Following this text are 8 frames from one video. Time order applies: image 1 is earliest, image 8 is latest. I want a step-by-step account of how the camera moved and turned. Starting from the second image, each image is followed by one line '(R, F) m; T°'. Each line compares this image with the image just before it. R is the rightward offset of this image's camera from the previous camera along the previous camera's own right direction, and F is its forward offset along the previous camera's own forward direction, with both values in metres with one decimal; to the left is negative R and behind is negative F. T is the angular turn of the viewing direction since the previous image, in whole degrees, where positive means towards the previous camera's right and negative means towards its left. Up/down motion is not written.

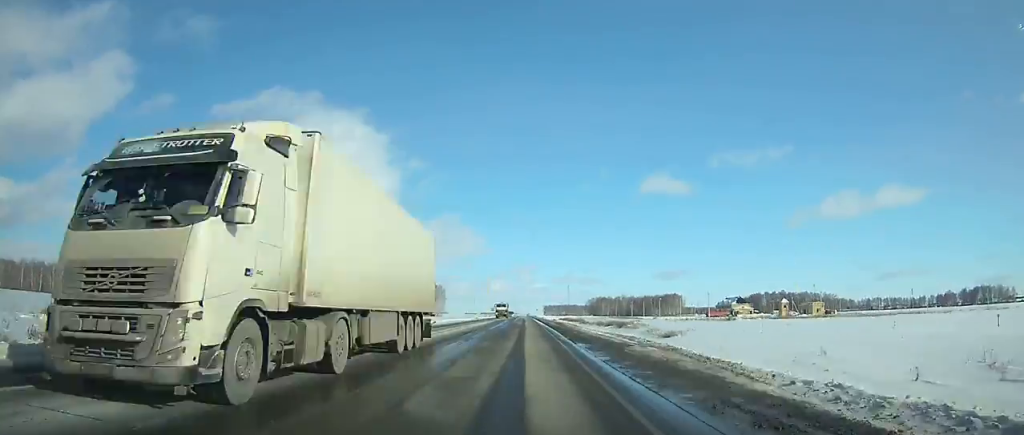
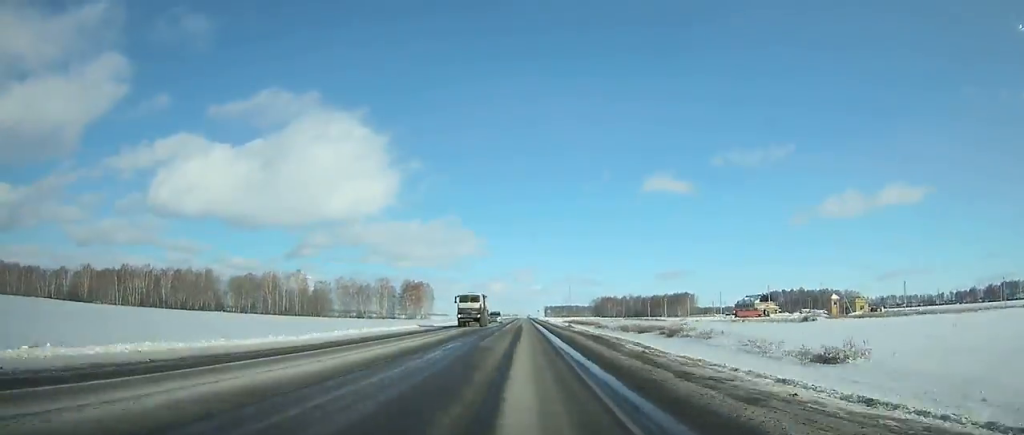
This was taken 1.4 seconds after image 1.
(0.0, +41.5) m; 0°
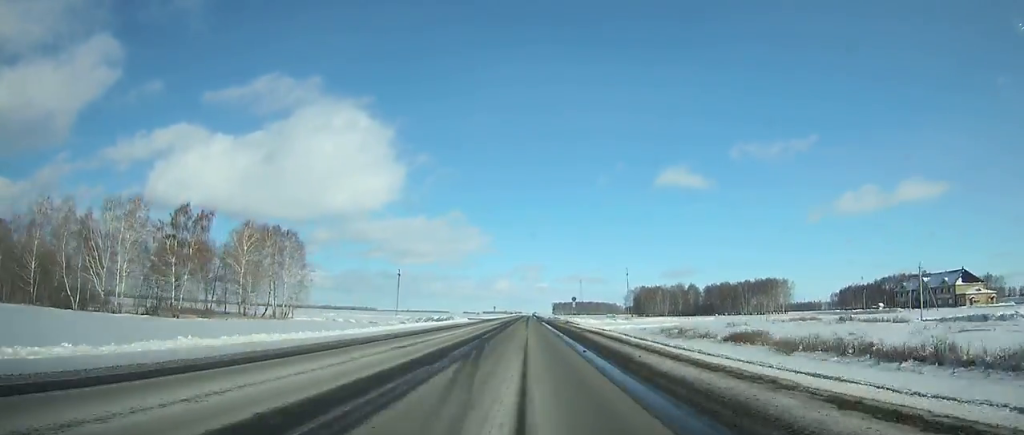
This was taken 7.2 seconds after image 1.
(-1.2, +171.9) m; -1°
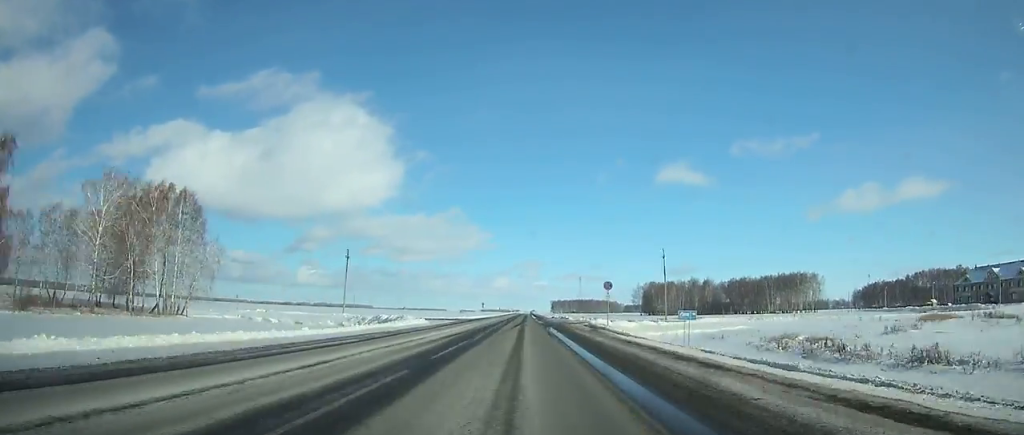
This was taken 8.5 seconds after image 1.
(0.0, +38.3) m; 0°
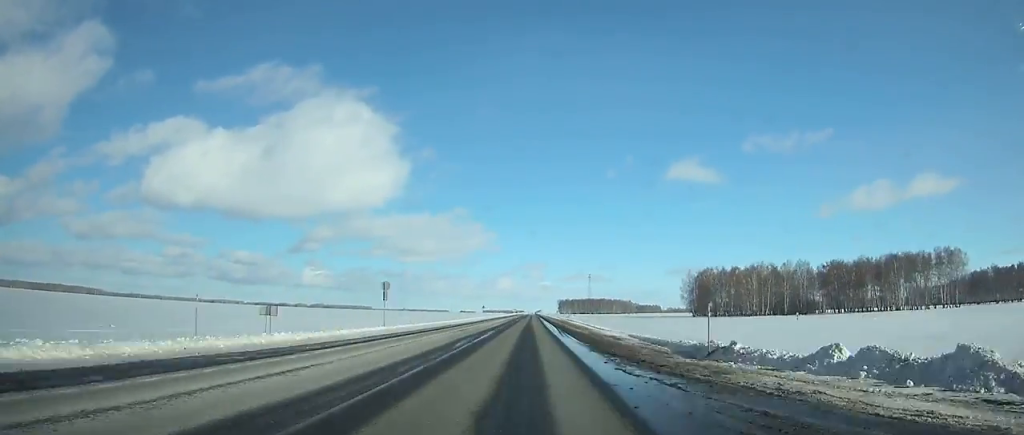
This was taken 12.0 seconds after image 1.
(0.0, +103.2) m; 0°
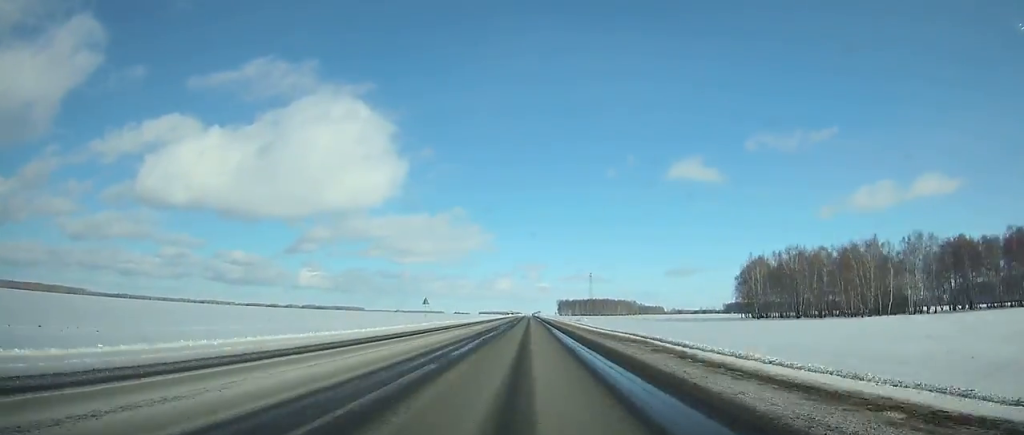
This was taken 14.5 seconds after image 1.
(+0.2, +74.0) m; 0°
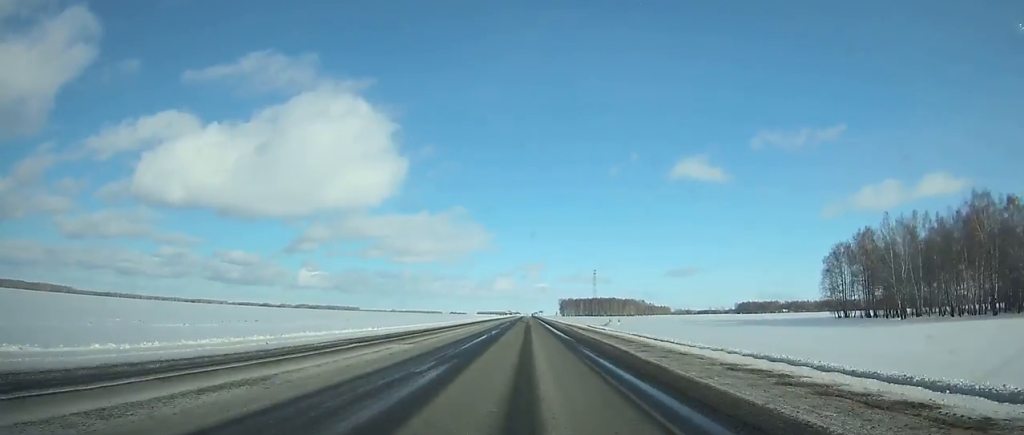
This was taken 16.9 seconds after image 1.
(+0.1, +71.6) m; 0°
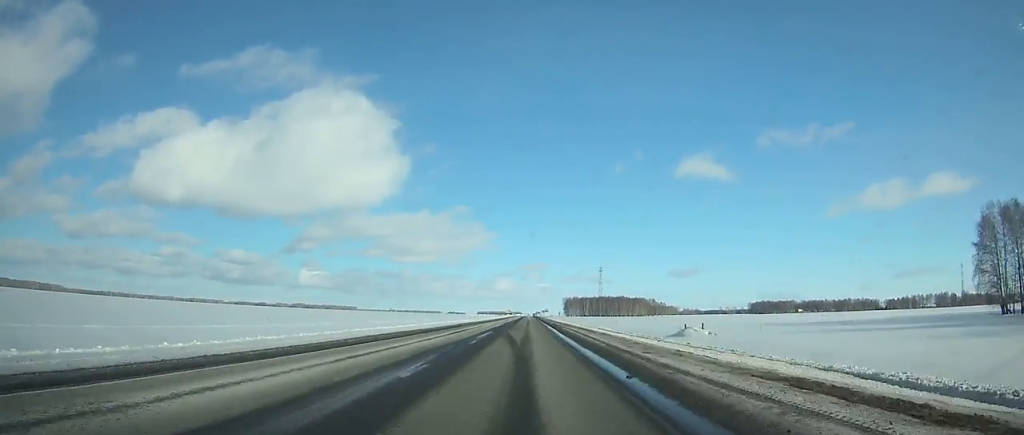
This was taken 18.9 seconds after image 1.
(0.0, +60.0) m; 0°
